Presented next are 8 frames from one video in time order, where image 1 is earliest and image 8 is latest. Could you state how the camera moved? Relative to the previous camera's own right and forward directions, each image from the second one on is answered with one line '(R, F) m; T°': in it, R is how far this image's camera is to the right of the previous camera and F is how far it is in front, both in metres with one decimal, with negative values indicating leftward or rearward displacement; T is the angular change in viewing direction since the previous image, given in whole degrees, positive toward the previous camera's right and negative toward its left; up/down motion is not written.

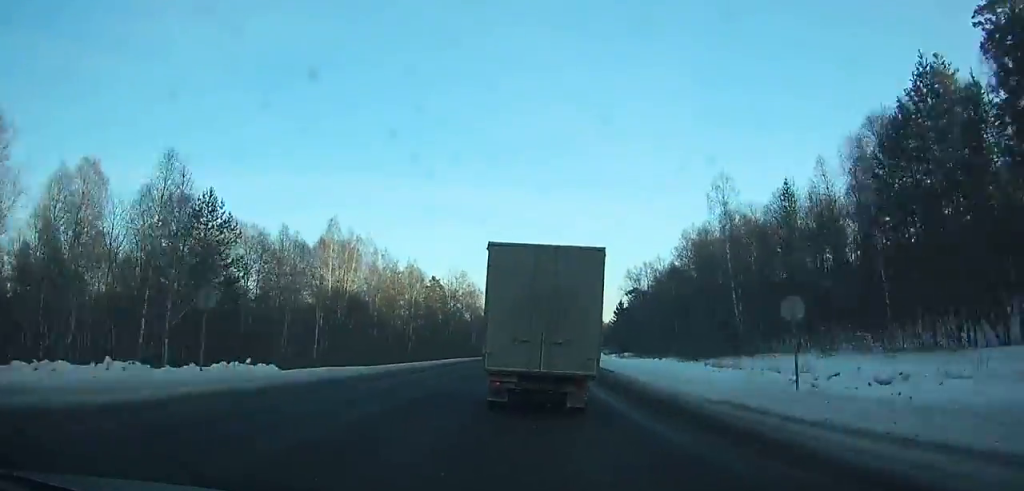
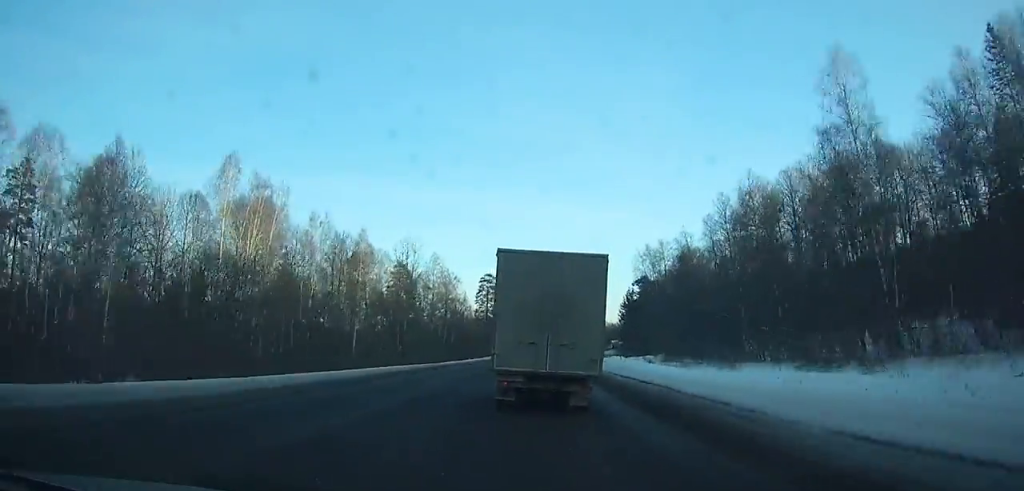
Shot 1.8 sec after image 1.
(+0.4, +30.2) m; +2°
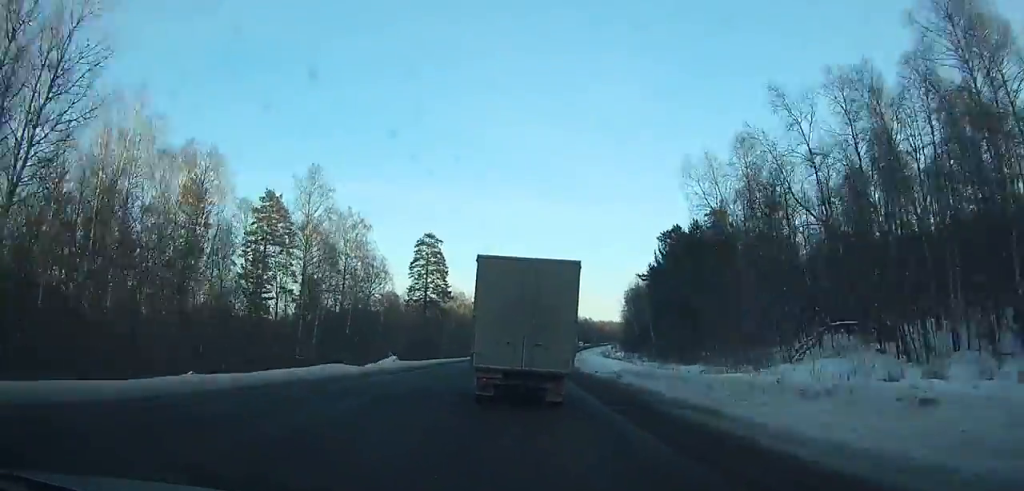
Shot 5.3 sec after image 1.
(+1.6, +58.2) m; +3°
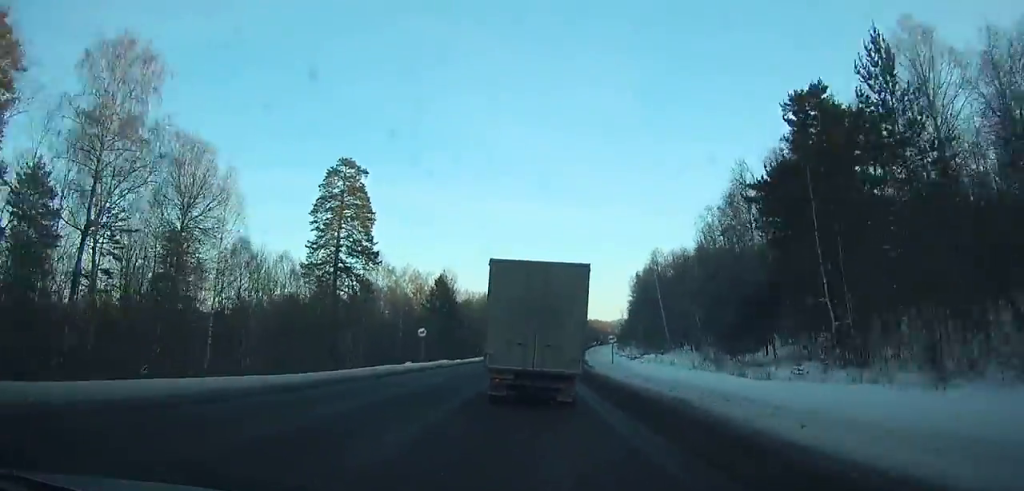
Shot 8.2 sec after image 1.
(+0.6, +48.0) m; +2°
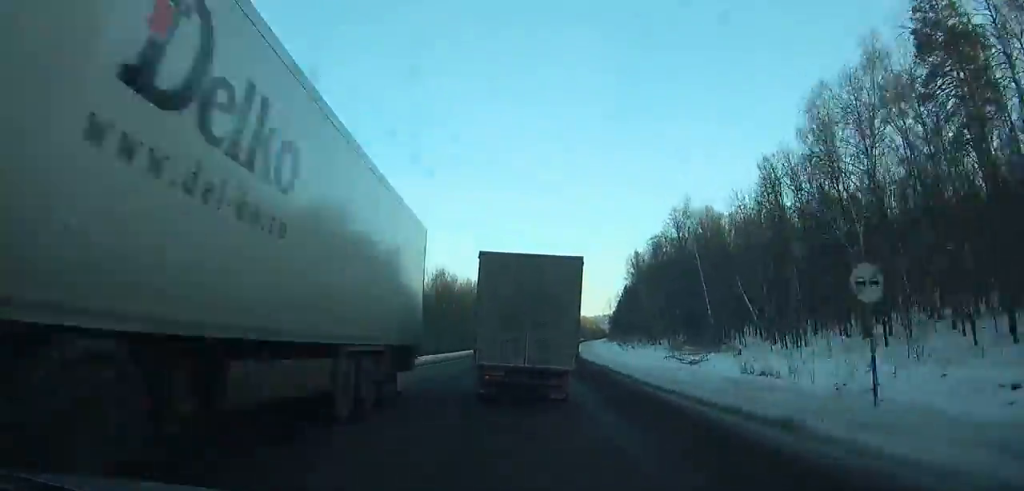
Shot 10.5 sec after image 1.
(+0.8, +37.8) m; +2°
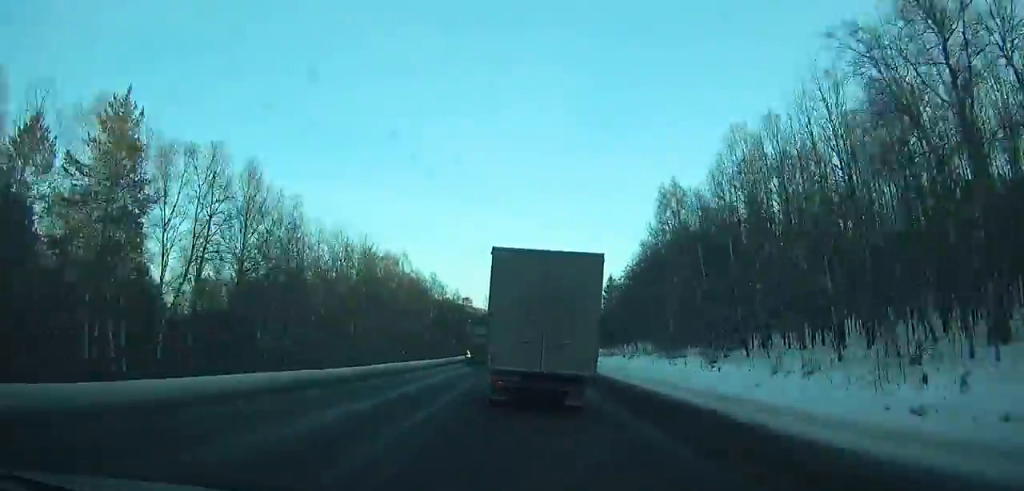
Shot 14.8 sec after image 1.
(+2.2, +69.5) m; +3°
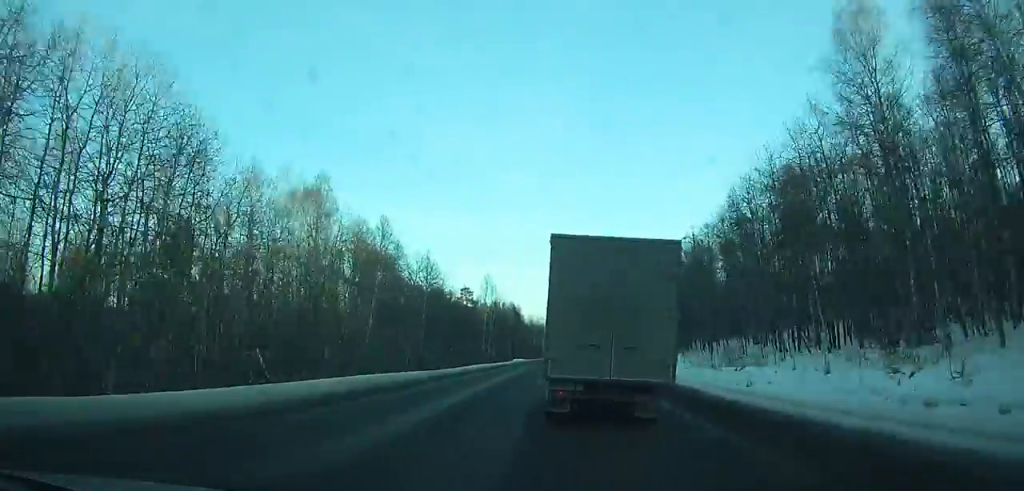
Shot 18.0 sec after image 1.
(+0.7, +50.1) m; +3°
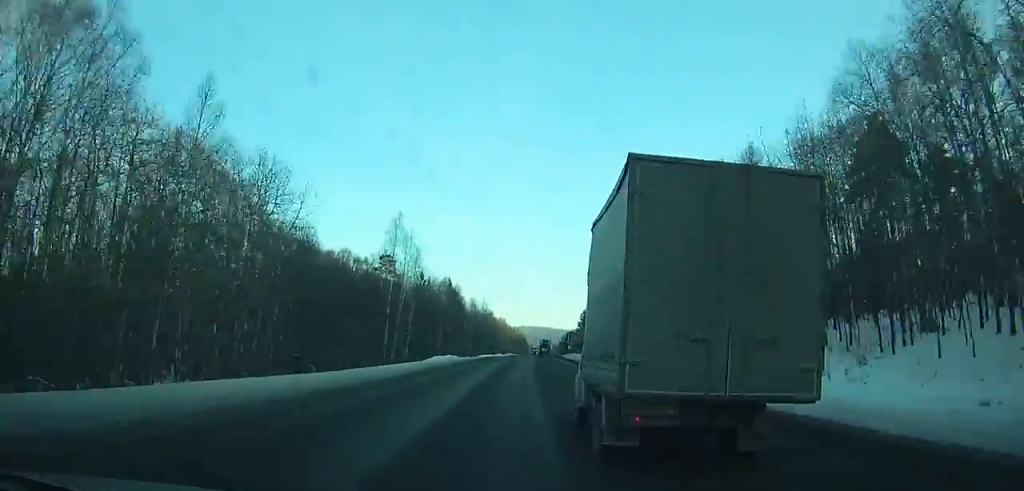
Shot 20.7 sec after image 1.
(+1.3, +40.7) m; +4°
